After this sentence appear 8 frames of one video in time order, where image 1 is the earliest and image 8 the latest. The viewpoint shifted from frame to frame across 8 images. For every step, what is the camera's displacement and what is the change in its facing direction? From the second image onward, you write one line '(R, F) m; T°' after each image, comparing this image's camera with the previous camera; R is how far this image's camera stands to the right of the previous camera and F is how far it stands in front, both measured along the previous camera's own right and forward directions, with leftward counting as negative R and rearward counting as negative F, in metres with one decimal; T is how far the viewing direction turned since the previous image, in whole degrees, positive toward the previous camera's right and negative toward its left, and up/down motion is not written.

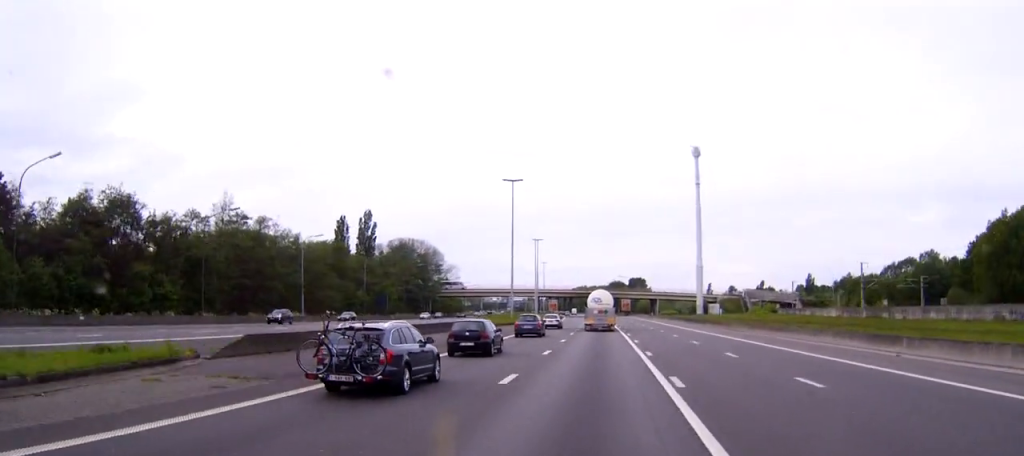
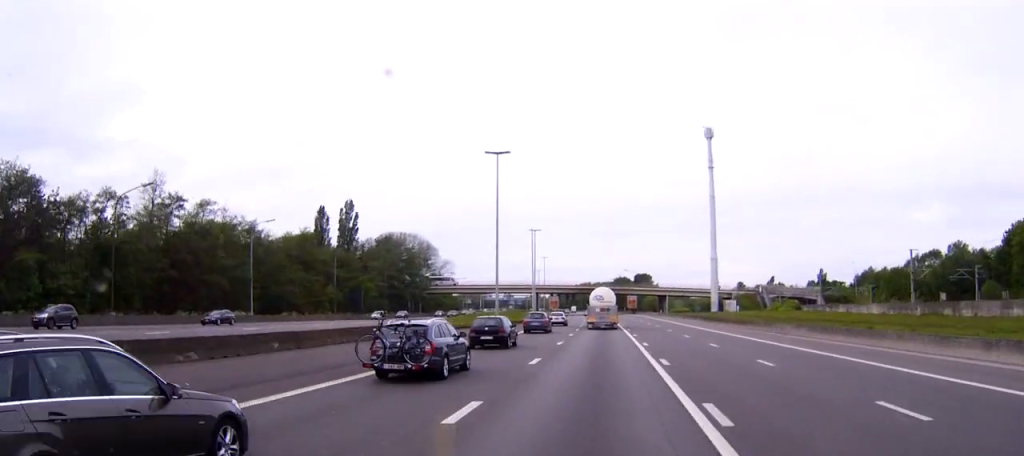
(0.0, +15.6) m; 0°
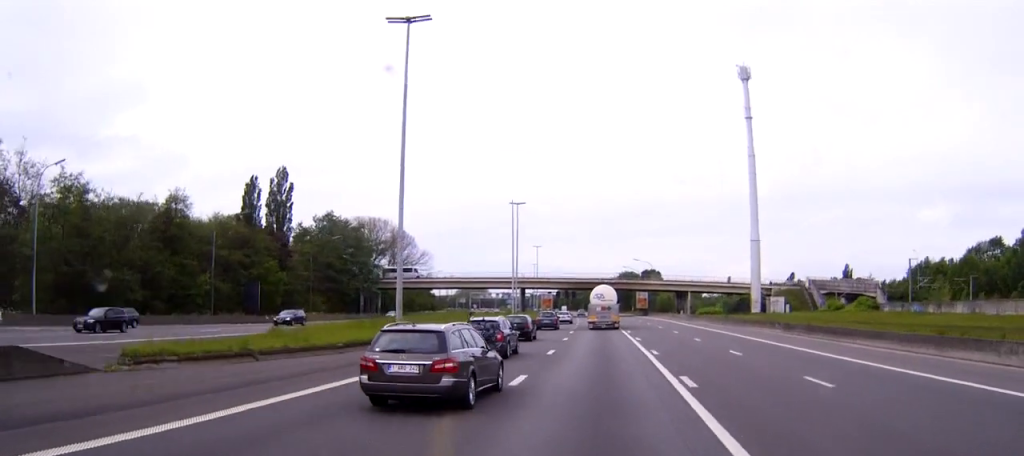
(-0.1, +39.4) m; 0°
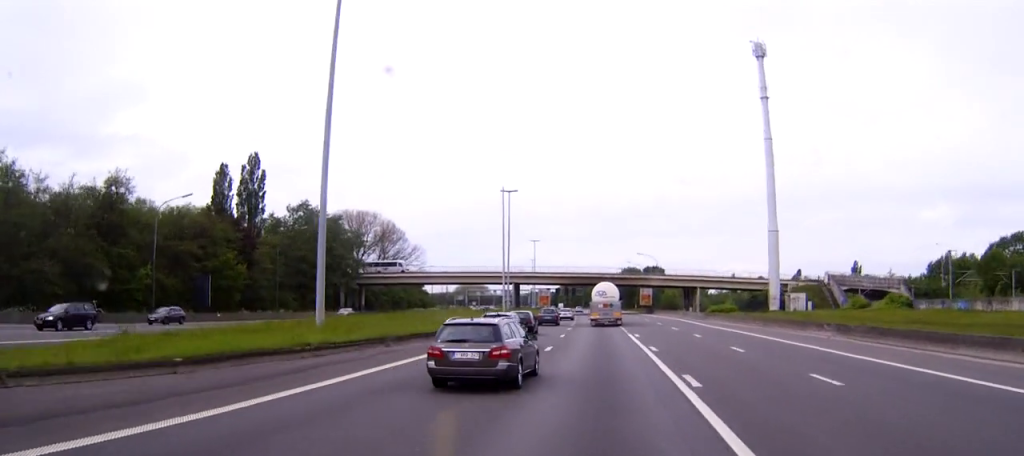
(0.0, +12.0) m; 0°
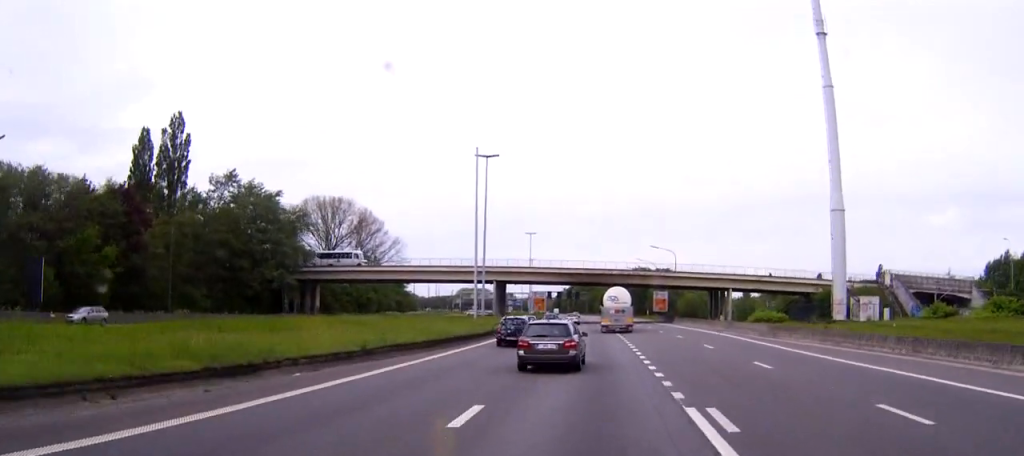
(0.0, +28.2) m; -1°
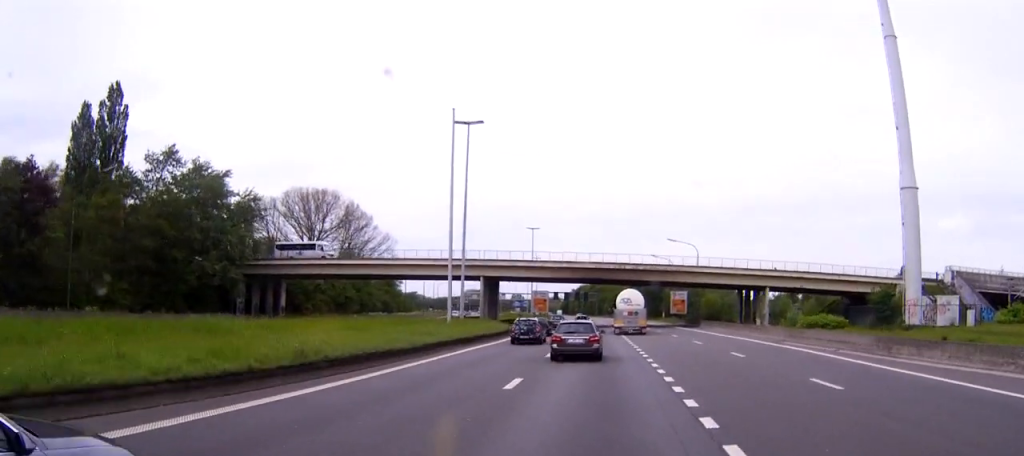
(-0.2, +18.8) m; -1°
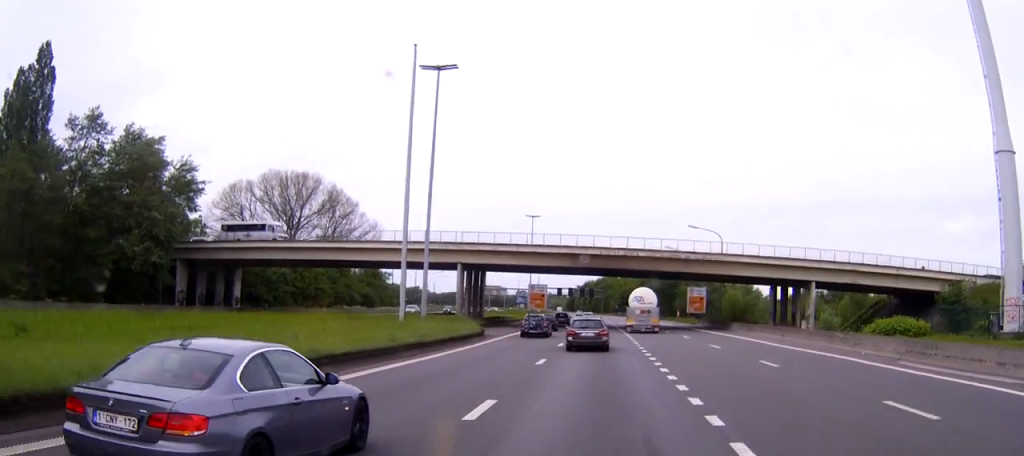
(-0.1, +17.6) m; -1°
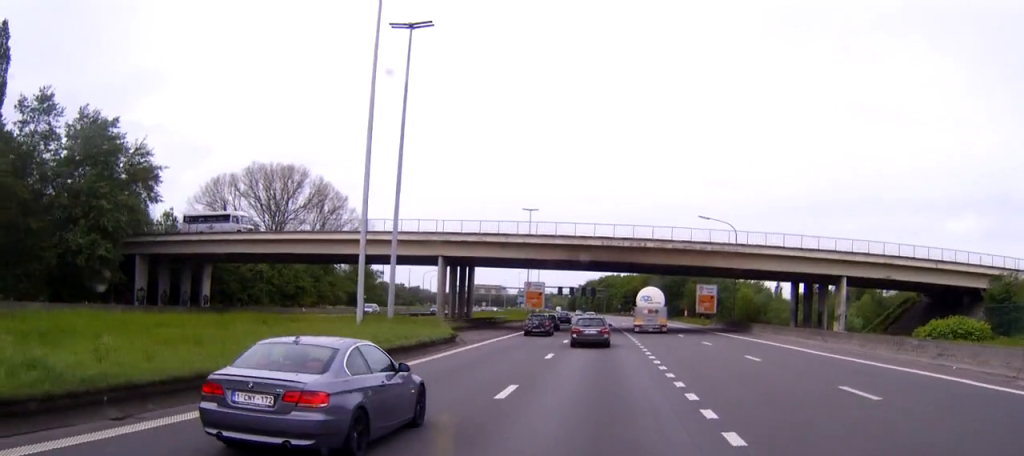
(0.0, +9.3) m; 0°
